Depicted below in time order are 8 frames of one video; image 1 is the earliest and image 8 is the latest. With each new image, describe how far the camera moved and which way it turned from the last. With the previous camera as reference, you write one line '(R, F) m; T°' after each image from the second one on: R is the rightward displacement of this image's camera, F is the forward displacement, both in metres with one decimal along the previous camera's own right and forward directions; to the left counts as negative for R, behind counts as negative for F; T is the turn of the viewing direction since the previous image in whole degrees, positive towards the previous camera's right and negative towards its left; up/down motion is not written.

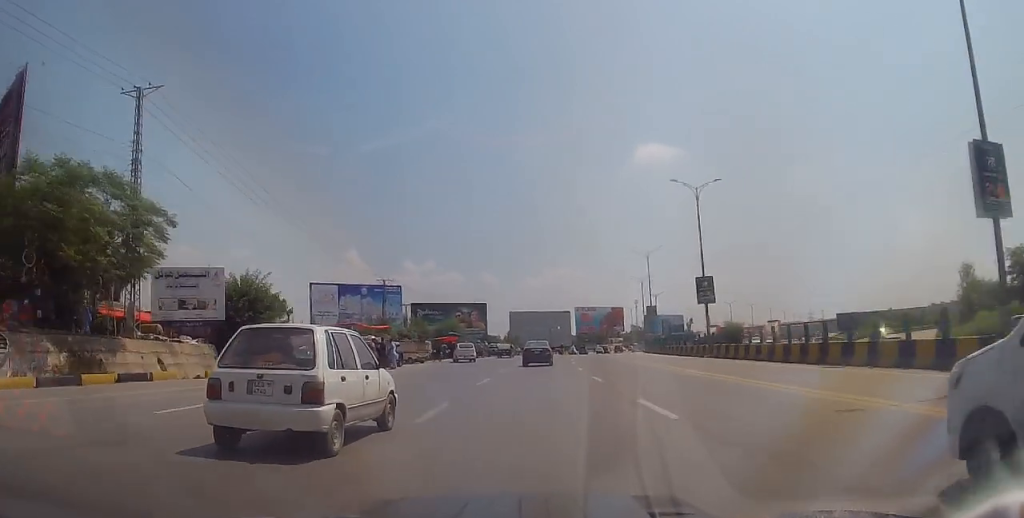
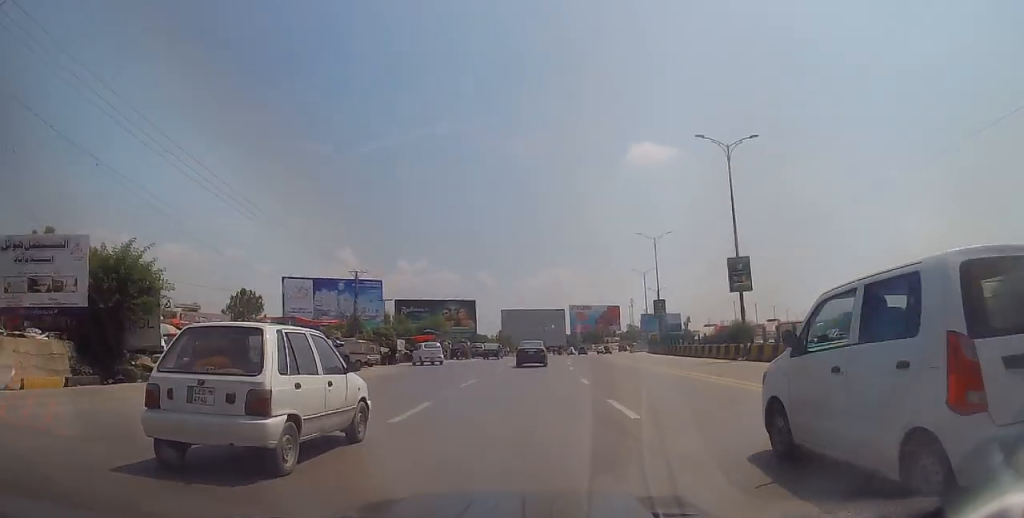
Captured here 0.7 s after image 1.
(0.0, +9.5) m; +1°
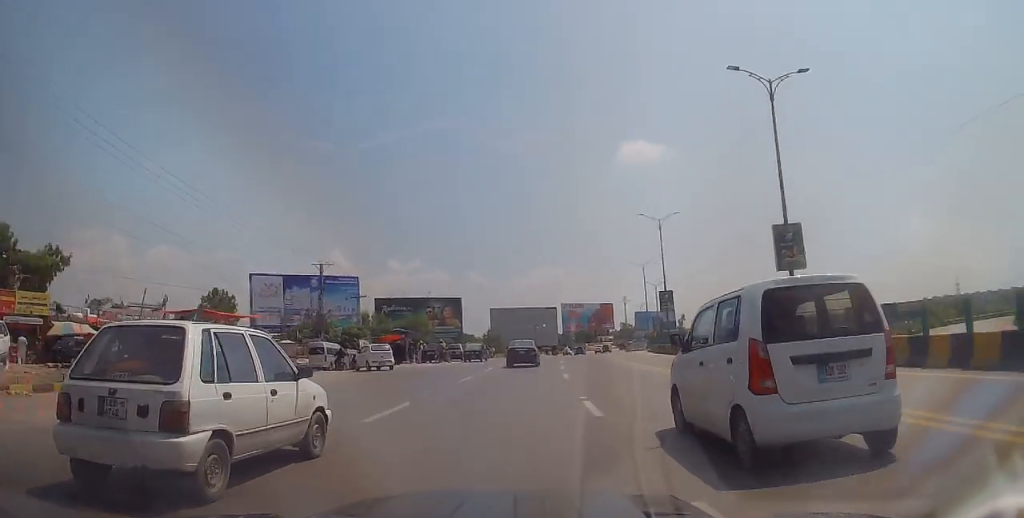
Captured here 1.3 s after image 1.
(+0.4, +8.6) m; 0°
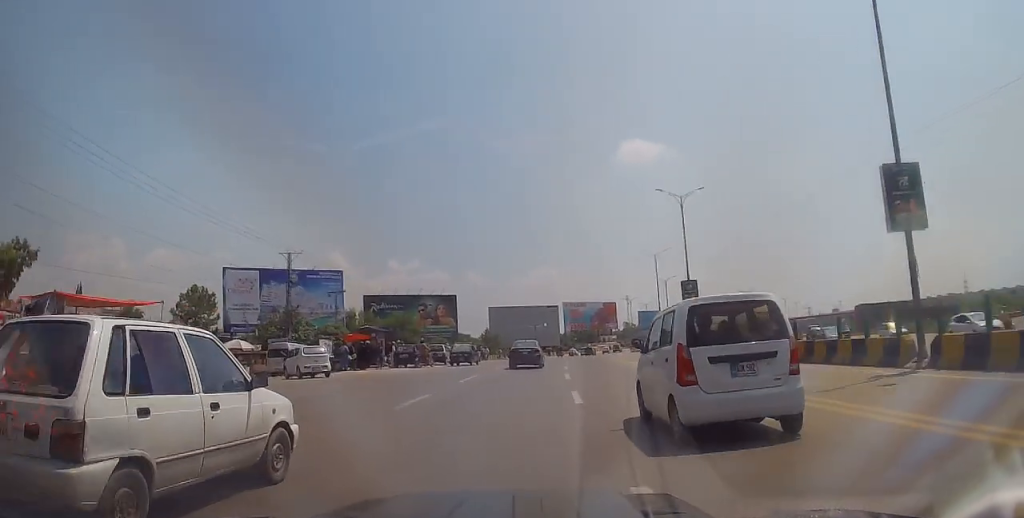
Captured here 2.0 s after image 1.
(-0.1, +8.7) m; -1°
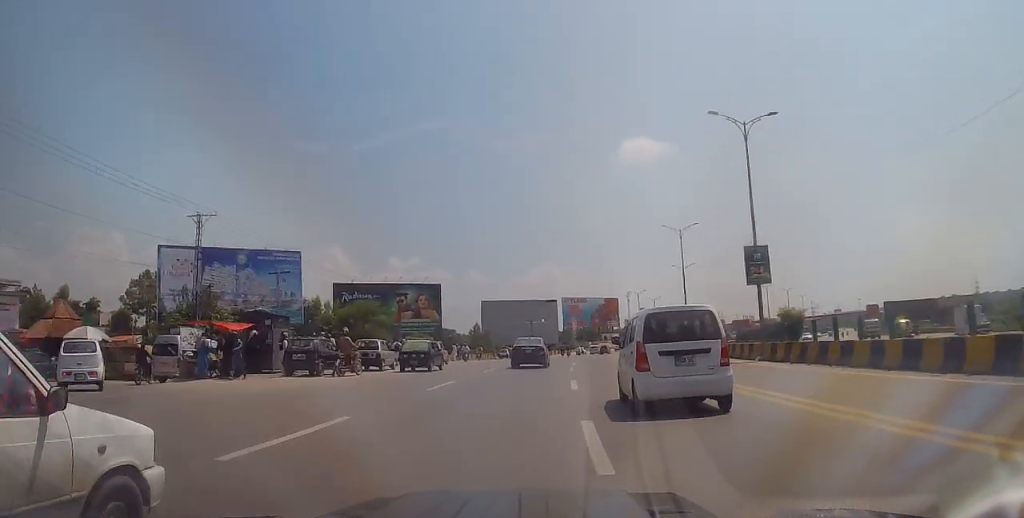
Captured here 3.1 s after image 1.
(-0.4, +15.8) m; -1°
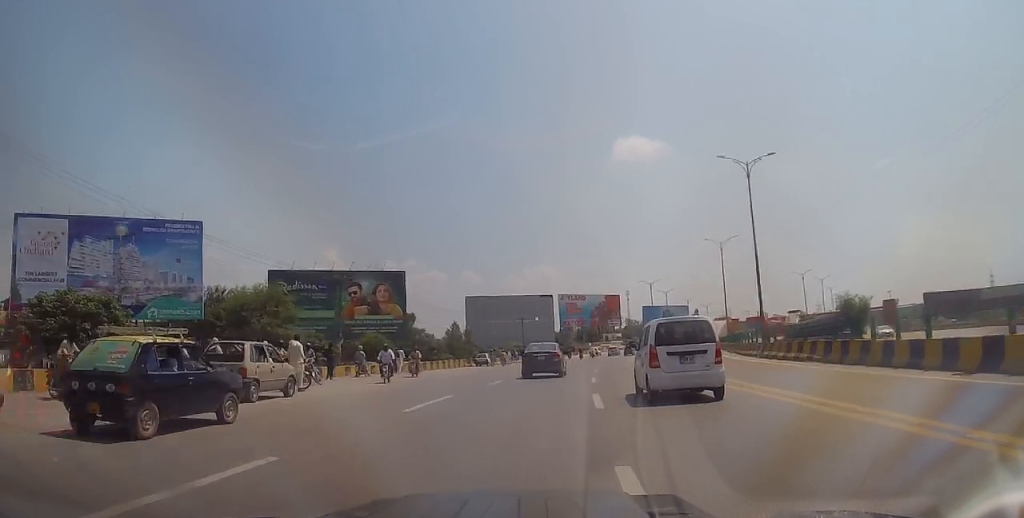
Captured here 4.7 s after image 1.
(+0.1, +23.1) m; +1°
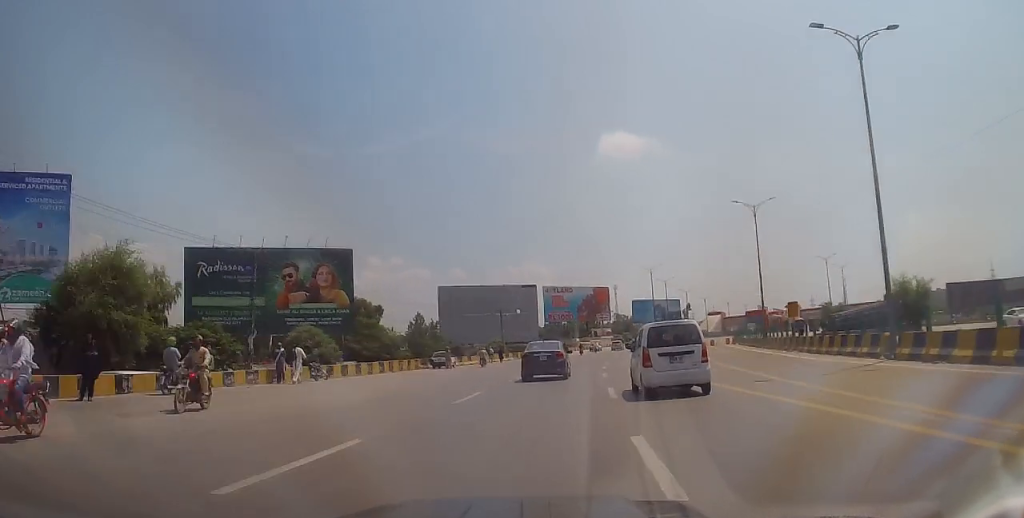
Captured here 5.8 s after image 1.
(+0.2, +16.4) m; +2°
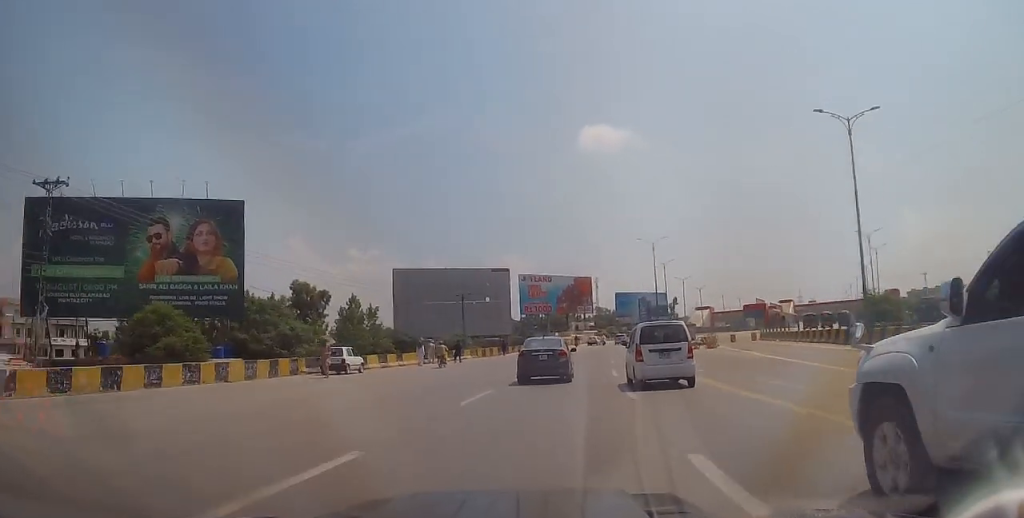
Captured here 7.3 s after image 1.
(+0.5, +20.7) m; +2°
